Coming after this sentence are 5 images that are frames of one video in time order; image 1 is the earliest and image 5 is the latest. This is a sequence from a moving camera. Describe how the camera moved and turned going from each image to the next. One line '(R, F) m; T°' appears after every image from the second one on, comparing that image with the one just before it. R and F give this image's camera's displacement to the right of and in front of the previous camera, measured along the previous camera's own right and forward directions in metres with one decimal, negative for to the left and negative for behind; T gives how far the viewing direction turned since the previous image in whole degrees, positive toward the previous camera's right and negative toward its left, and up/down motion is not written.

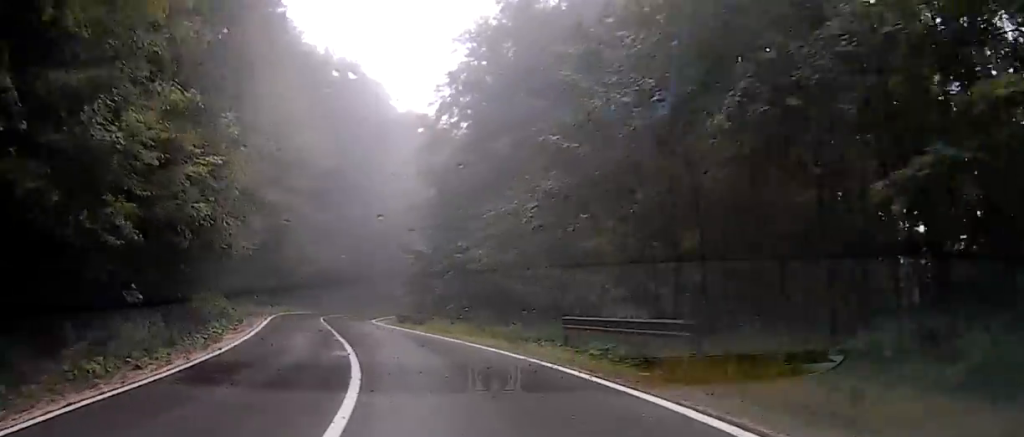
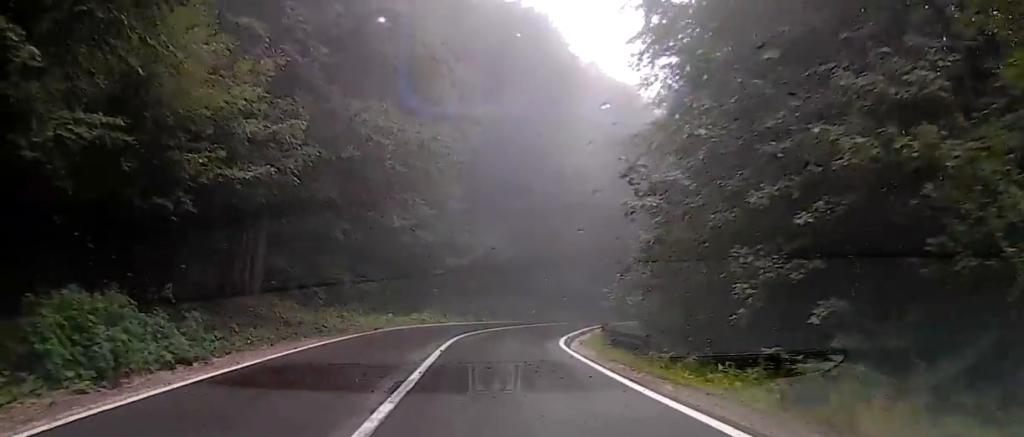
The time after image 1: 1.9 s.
(-3.1, +21.3) m; -12°
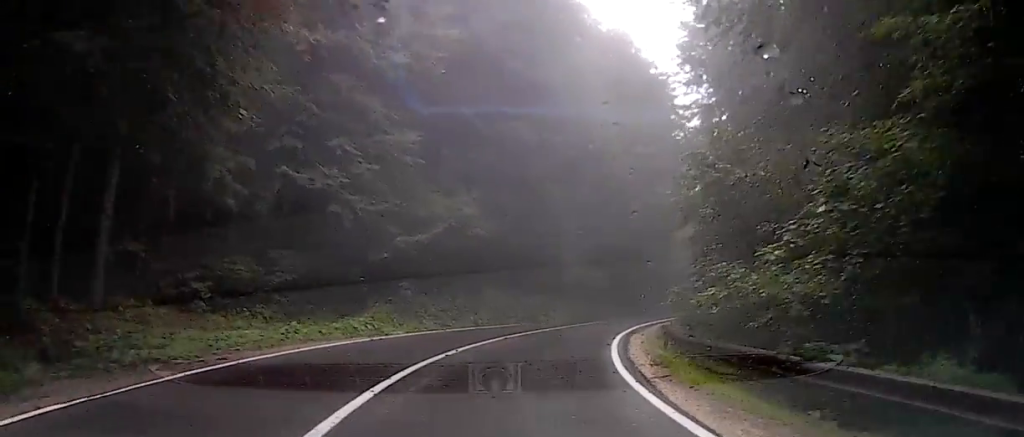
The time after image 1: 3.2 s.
(+0.7, +14.6) m; +7°
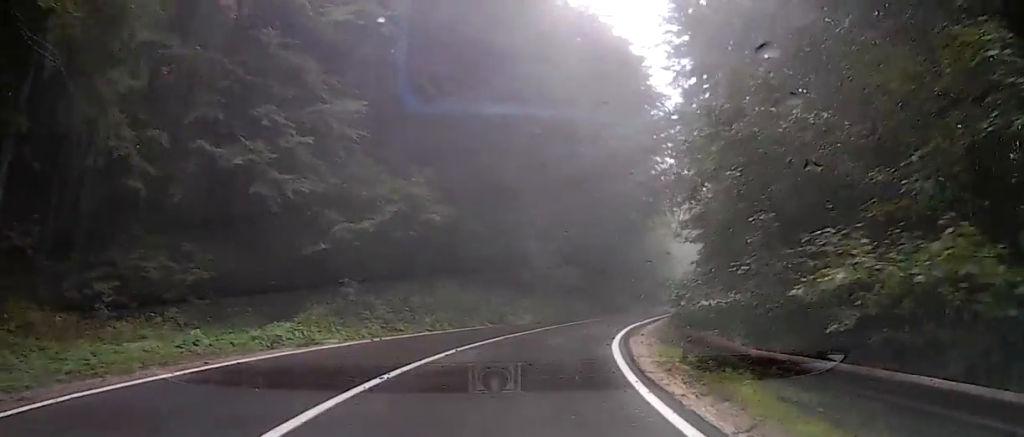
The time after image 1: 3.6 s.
(+0.3, +5.6) m; +2°
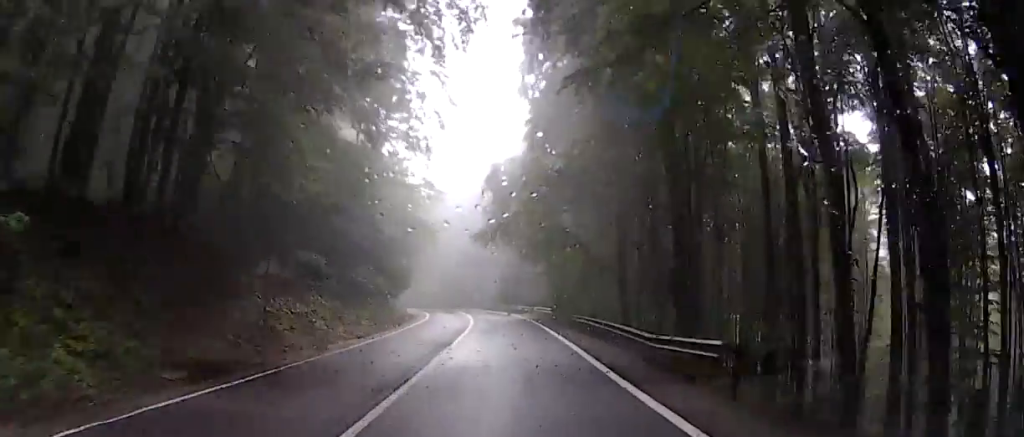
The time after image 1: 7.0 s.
(+6.3, +39.9) m; +19°
